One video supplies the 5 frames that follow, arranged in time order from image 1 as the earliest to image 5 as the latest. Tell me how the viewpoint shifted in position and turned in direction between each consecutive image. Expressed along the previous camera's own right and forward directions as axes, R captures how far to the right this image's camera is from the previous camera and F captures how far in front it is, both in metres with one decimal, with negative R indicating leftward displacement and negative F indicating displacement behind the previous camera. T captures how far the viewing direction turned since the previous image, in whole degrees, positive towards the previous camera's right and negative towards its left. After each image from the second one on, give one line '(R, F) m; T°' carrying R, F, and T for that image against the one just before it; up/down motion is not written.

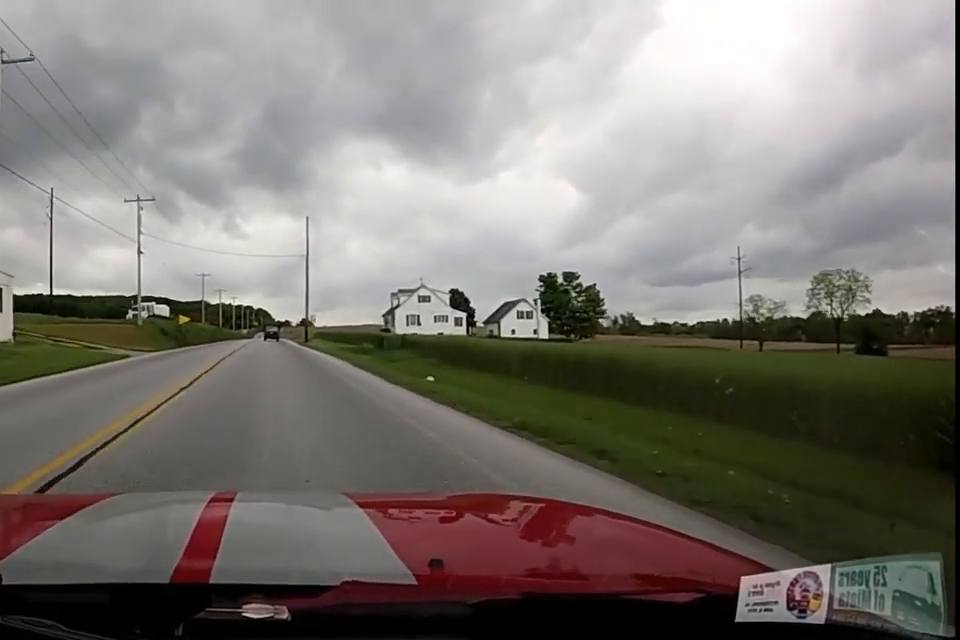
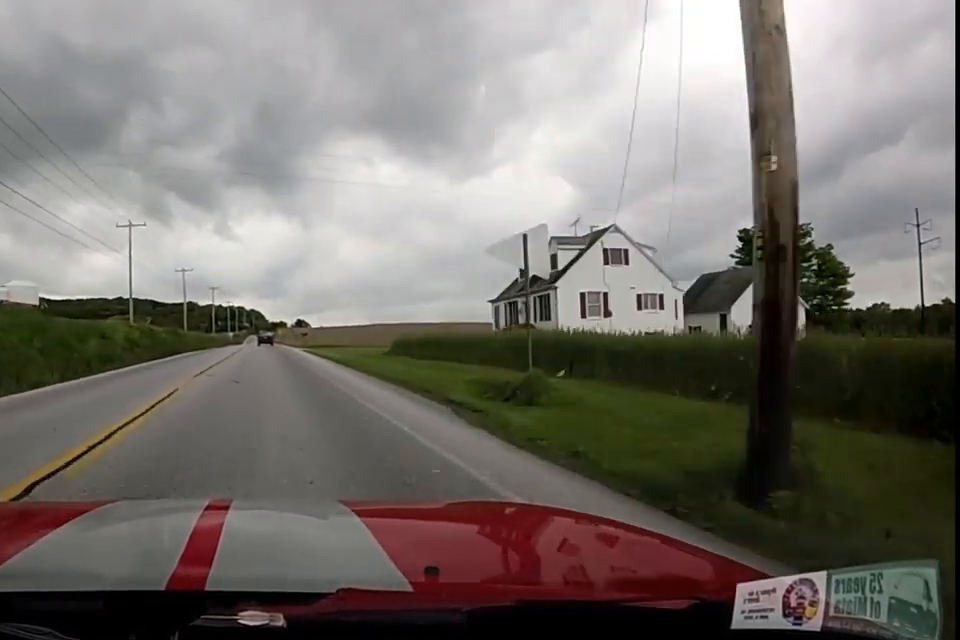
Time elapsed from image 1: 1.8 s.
(-0.2, +46.3) m; 0°
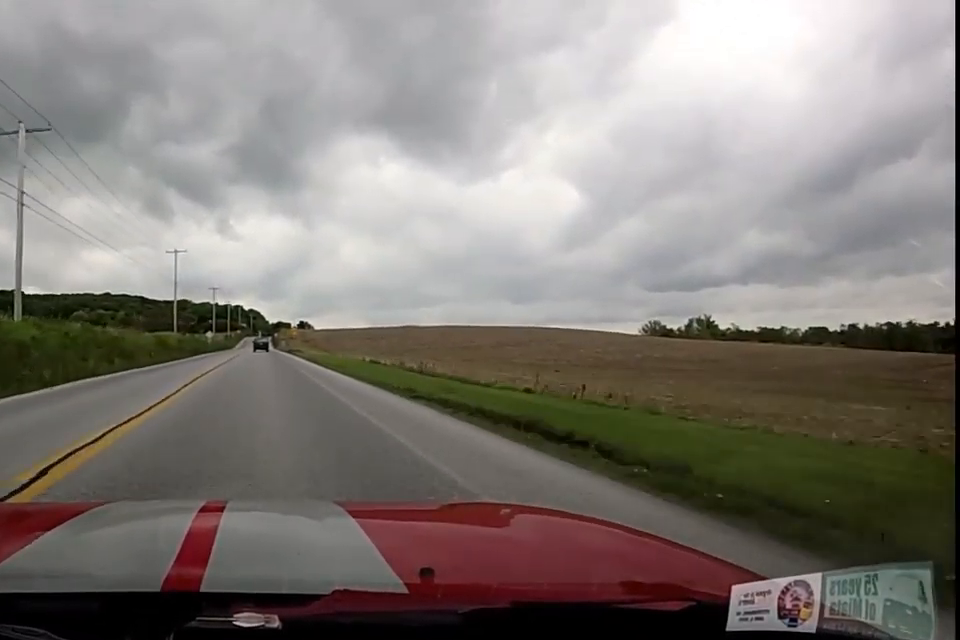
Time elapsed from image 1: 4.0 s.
(+0.4, +54.4) m; +1°
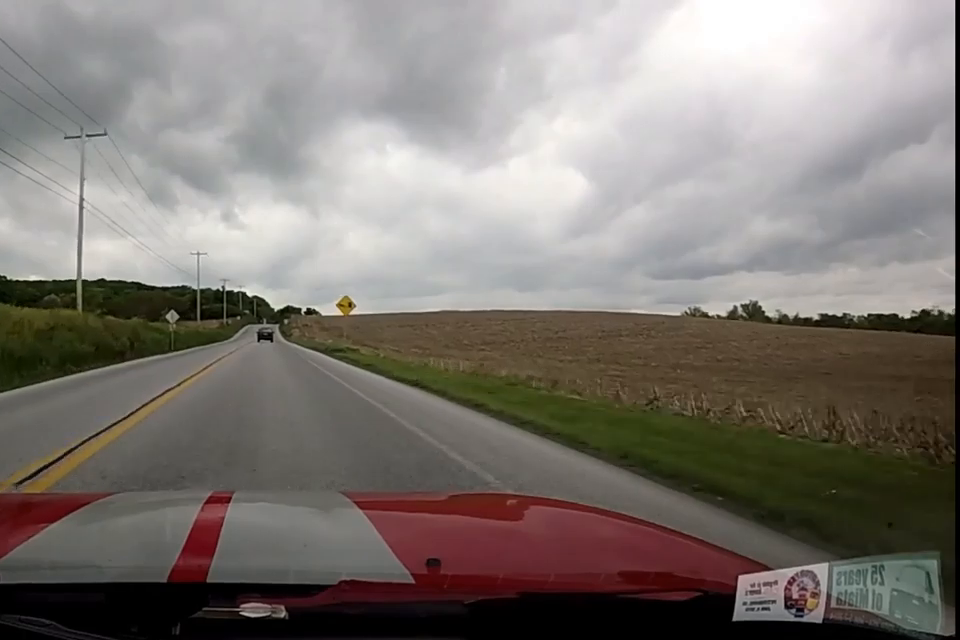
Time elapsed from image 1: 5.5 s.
(0.0, +38.2) m; 0°
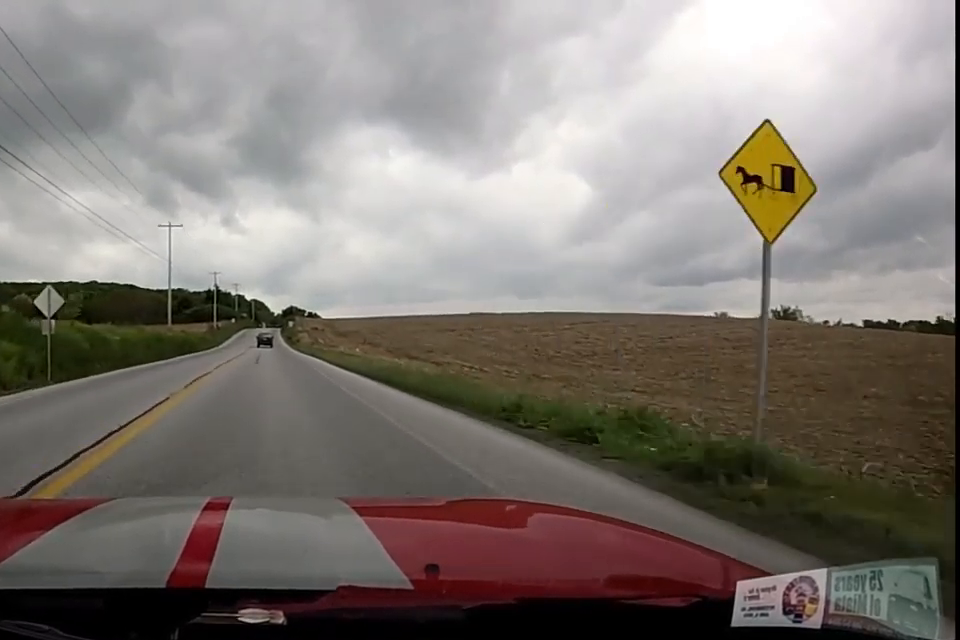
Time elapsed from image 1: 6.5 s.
(0.0, +25.5) m; 0°
